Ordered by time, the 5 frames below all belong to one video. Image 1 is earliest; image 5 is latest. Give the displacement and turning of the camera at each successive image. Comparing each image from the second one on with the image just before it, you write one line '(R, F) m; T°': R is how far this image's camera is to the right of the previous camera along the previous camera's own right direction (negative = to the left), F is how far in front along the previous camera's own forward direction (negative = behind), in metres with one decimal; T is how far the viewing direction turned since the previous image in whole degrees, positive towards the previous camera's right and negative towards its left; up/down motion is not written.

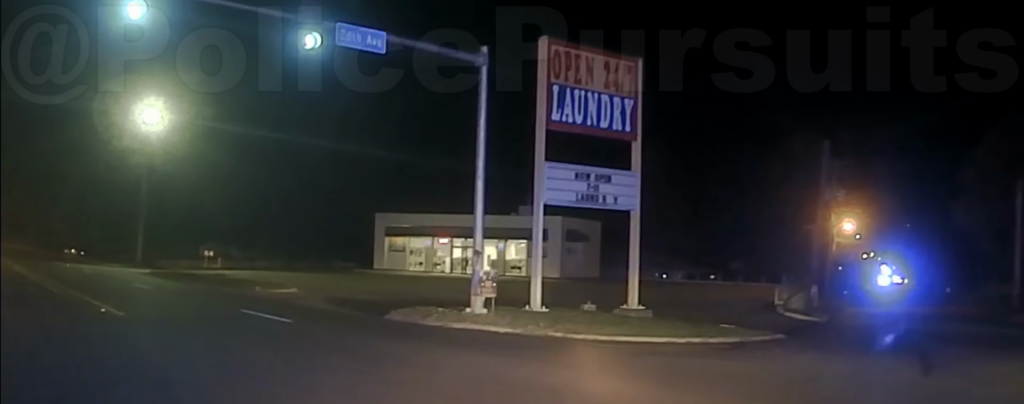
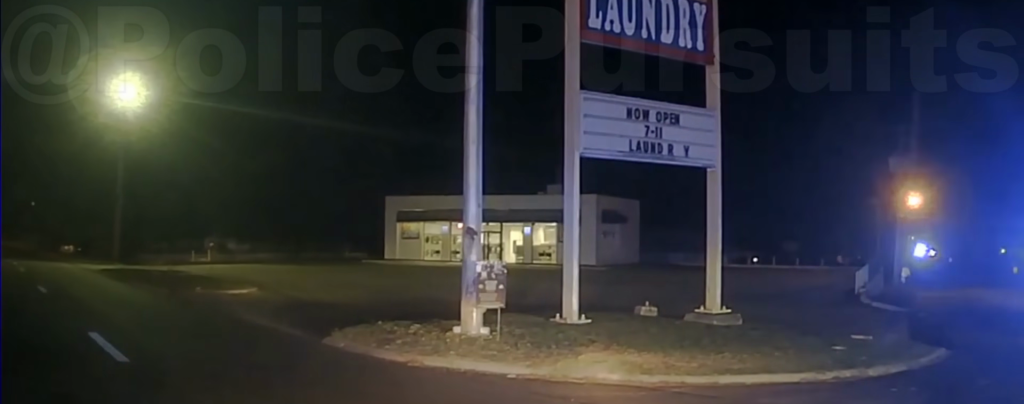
(+0.7, +8.8) m; -5°
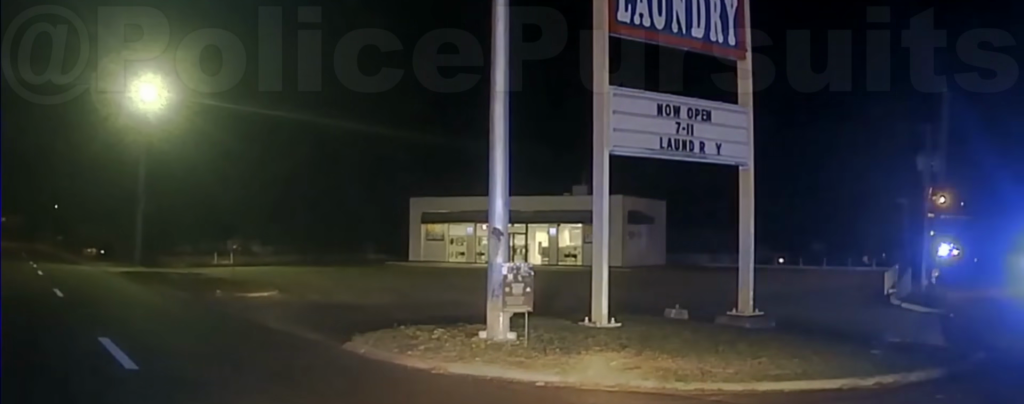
(-0.4, +1.5) m; -14°
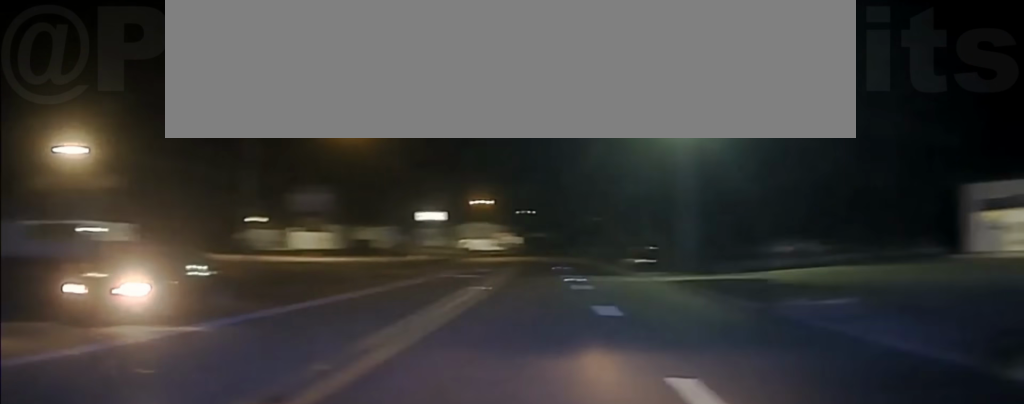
(-1.1, +3.5) m; -43°
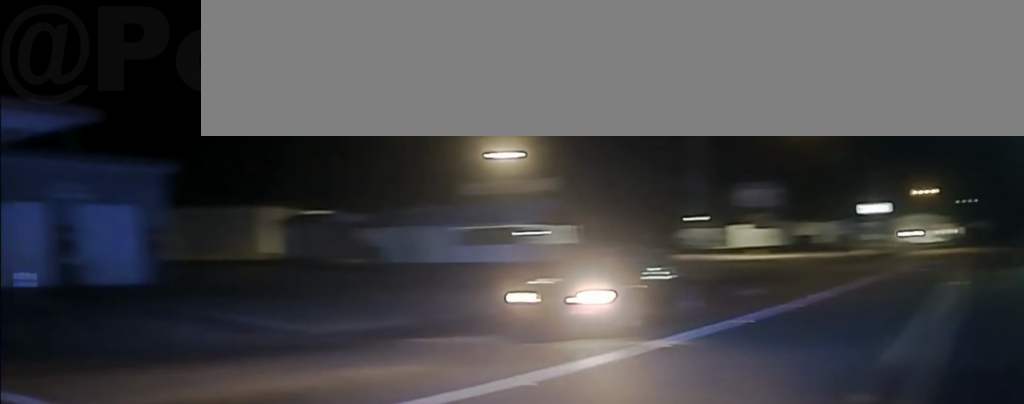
(-0.3, +1.3) m; -27°
